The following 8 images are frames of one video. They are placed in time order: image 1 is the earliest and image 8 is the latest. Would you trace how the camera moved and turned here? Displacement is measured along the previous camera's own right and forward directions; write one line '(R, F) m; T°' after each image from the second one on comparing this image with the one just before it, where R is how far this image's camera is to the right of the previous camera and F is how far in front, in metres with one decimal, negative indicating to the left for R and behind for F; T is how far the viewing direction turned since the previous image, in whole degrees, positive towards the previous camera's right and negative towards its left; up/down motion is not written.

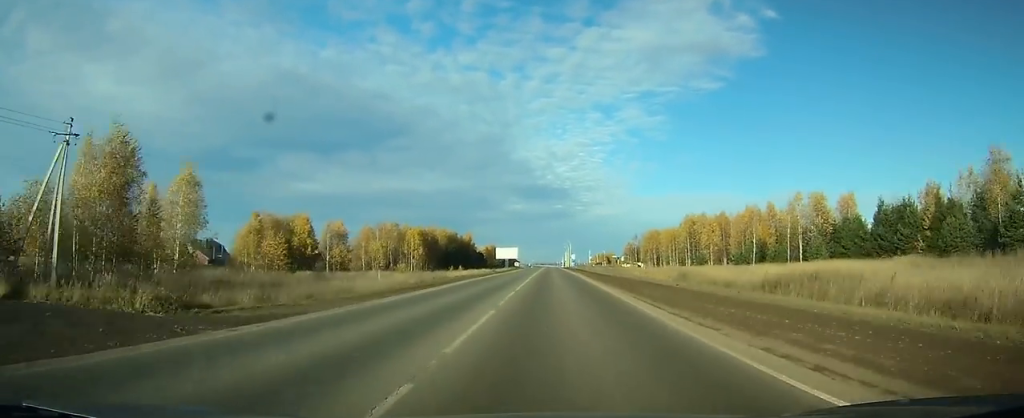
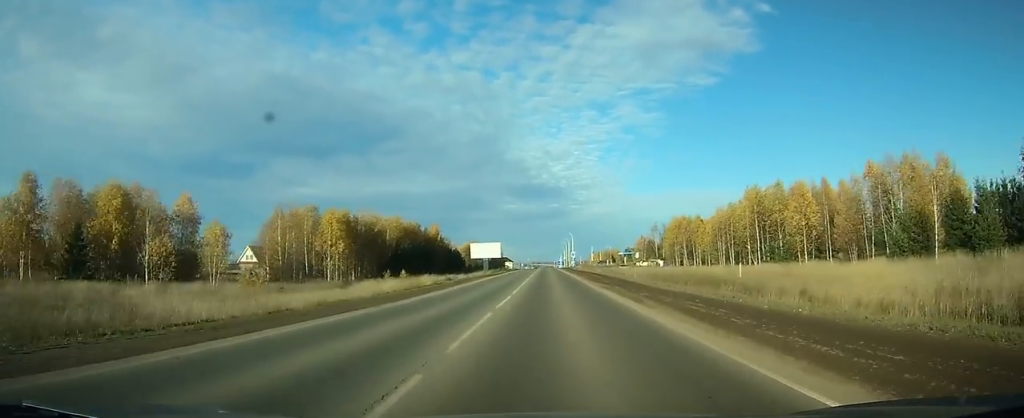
(+0.1, +46.8) m; 0°
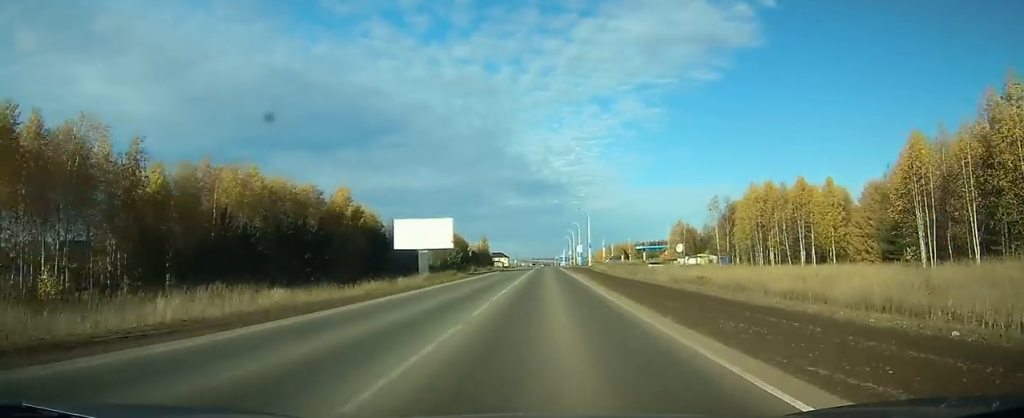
(+0.3, +59.8) m; 0°
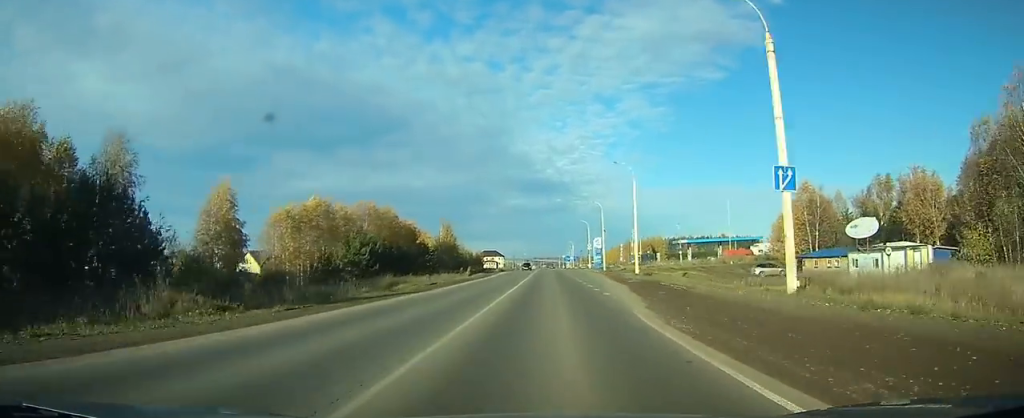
(+0.1, +75.2) m; 0°
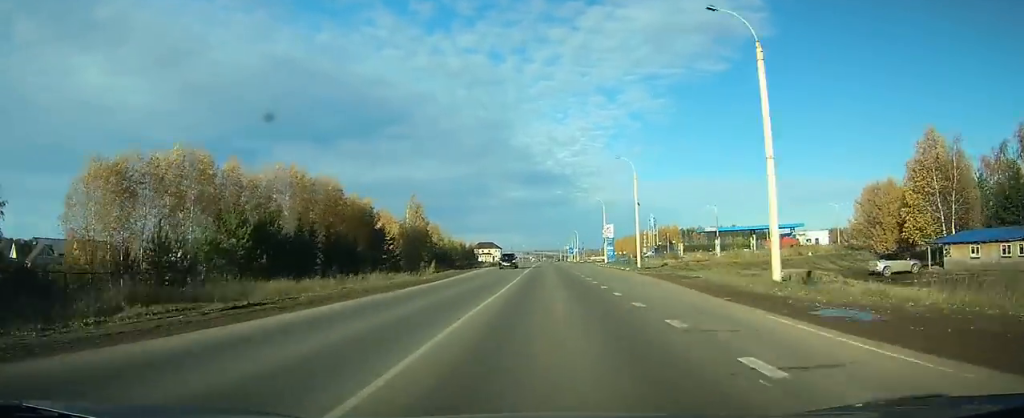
(0.0, +28.7) m; 0°
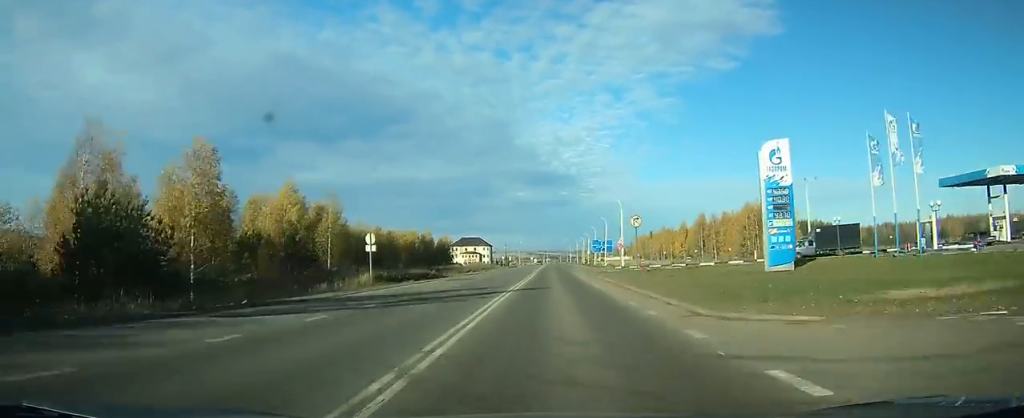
(-0.6, +94.9) m; -1°
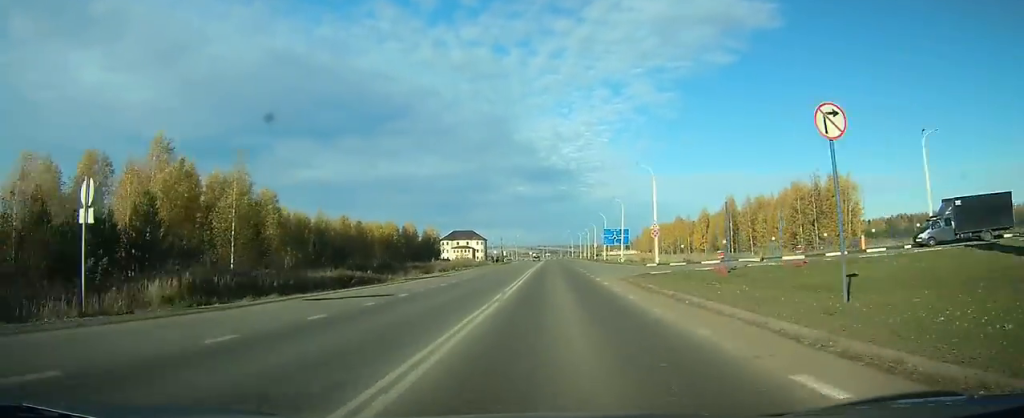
(0.0, +24.9) m; 0°
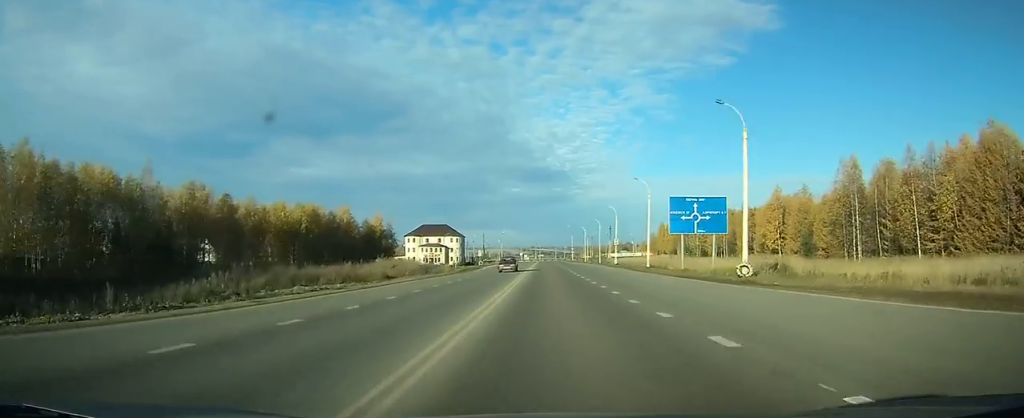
(+0.1, +54.4) m; 0°
